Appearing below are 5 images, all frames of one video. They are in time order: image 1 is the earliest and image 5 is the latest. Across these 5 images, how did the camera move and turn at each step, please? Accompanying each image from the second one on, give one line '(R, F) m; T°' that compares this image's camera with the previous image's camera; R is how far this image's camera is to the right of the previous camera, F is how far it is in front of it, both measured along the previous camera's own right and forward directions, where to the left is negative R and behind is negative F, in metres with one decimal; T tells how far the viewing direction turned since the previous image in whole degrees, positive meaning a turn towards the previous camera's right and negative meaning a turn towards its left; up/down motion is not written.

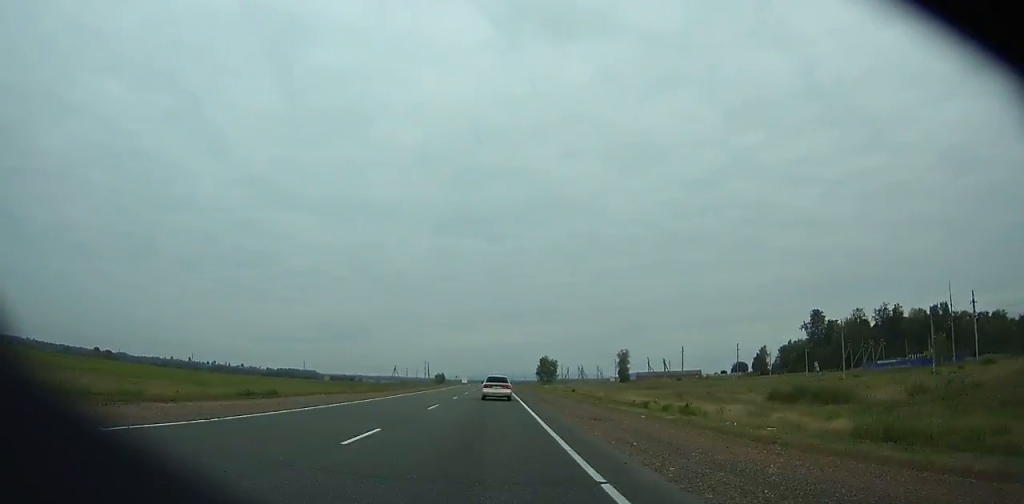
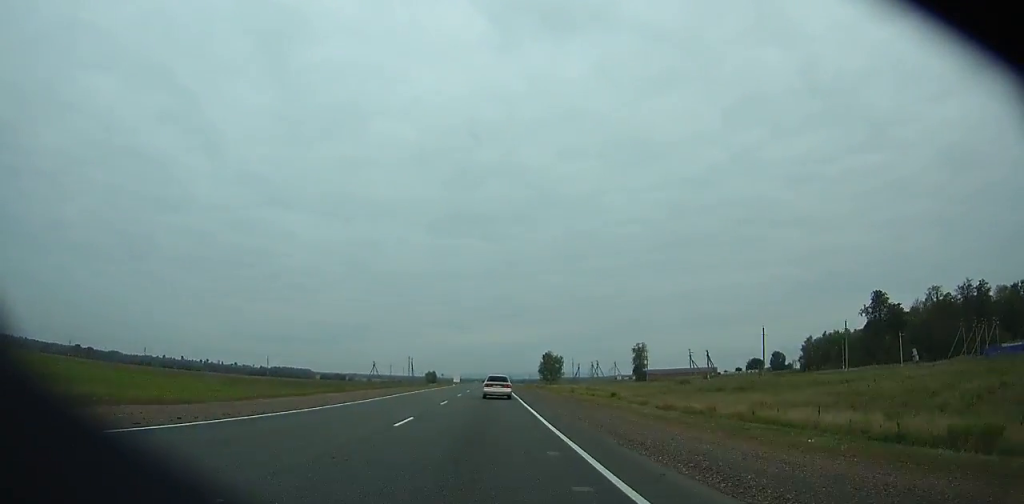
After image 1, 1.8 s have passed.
(0.0, +44.0) m; 0°
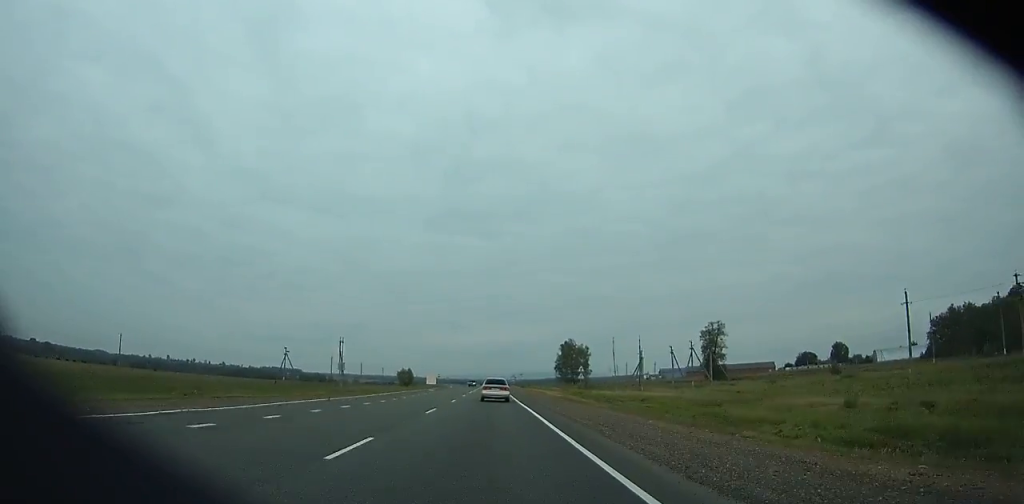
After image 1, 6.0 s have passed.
(0.0, +101.5) m; 0°
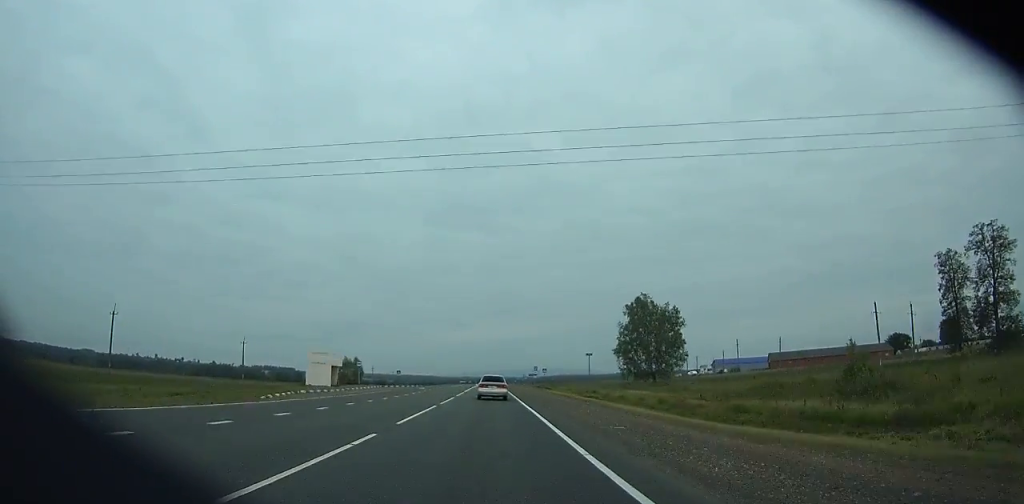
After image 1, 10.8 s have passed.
(+0.2, +113.5) m; 0°
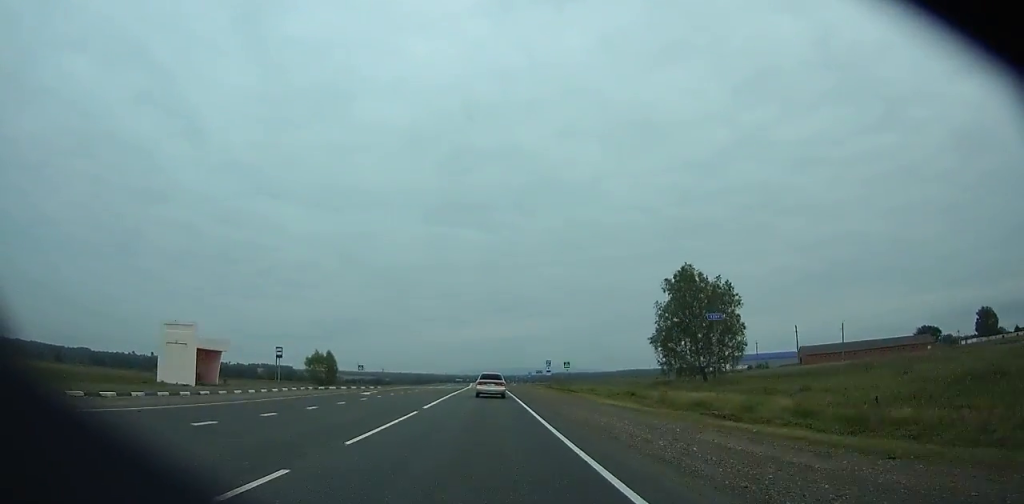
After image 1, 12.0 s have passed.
(0.0, +27.7) m; 0°
